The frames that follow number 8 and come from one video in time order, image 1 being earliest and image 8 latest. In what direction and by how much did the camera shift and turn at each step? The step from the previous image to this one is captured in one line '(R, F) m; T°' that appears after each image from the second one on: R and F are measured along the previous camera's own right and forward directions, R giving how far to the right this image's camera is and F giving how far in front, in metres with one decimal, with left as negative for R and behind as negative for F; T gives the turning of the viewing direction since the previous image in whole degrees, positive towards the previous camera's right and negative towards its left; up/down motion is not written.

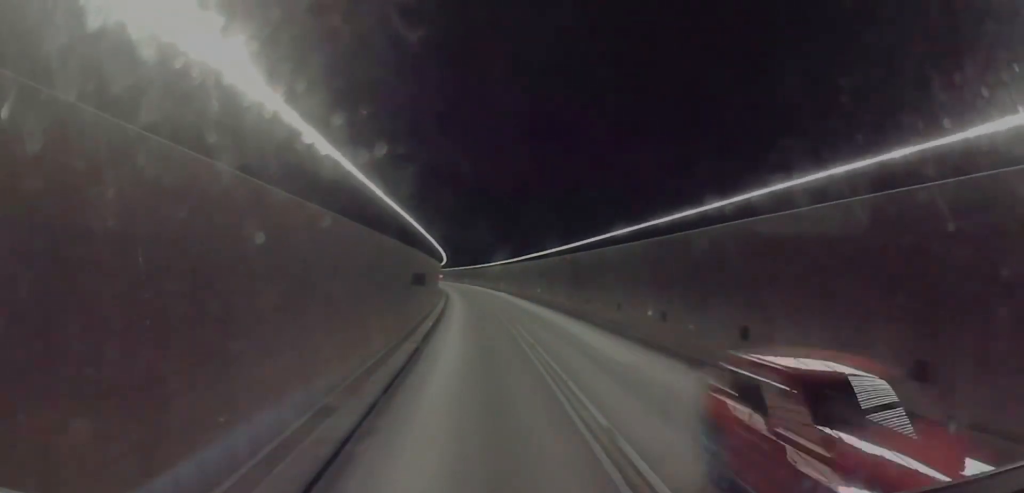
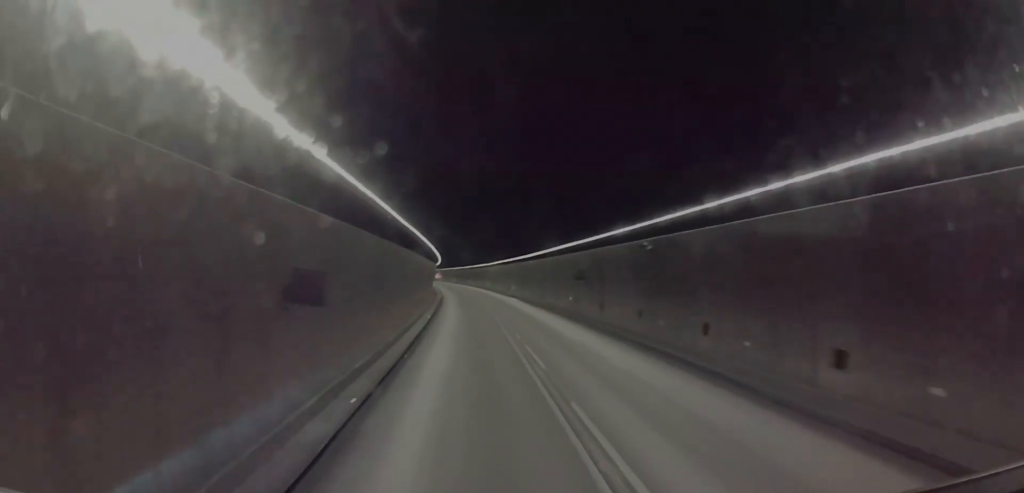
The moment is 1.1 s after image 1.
(0.0, +19.3) m; 0°
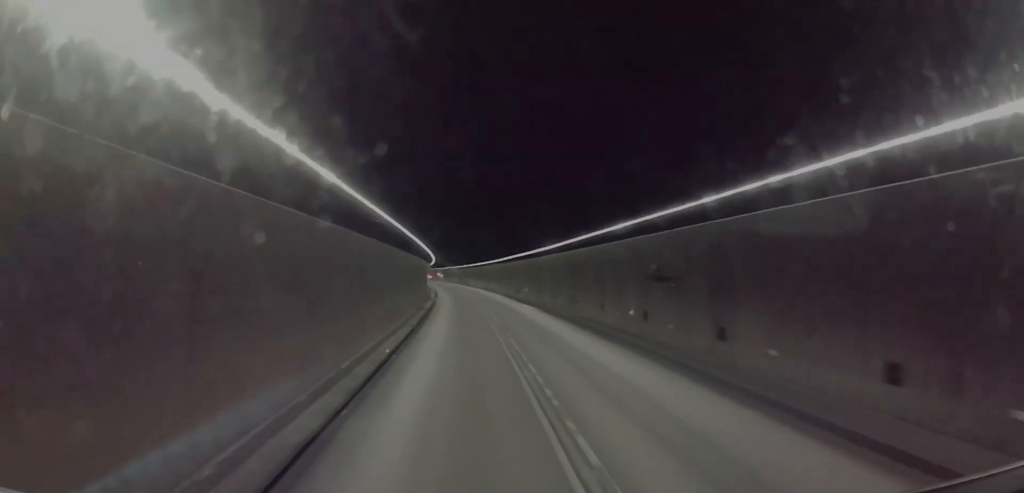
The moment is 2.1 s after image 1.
(0.0, +17.1) m; -1°
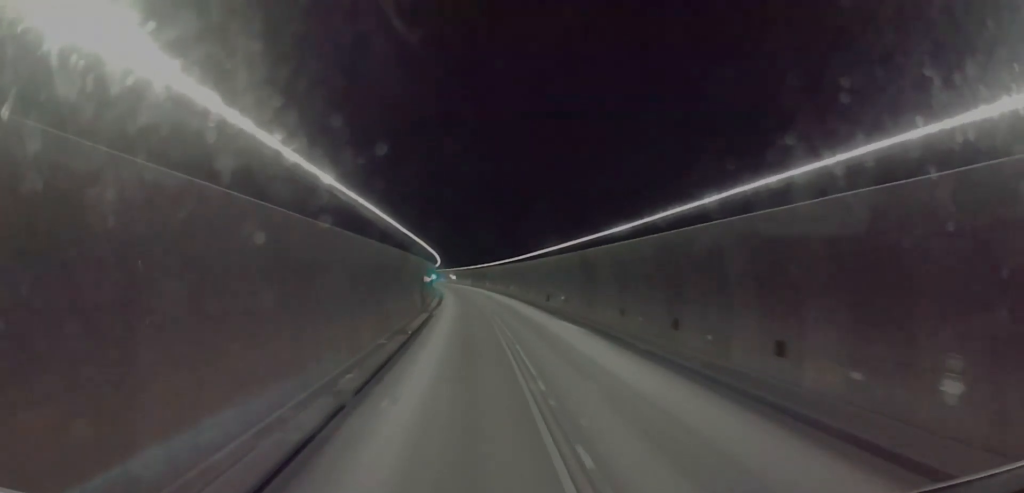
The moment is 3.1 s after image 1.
(-0.2, +17.6) m; -2°
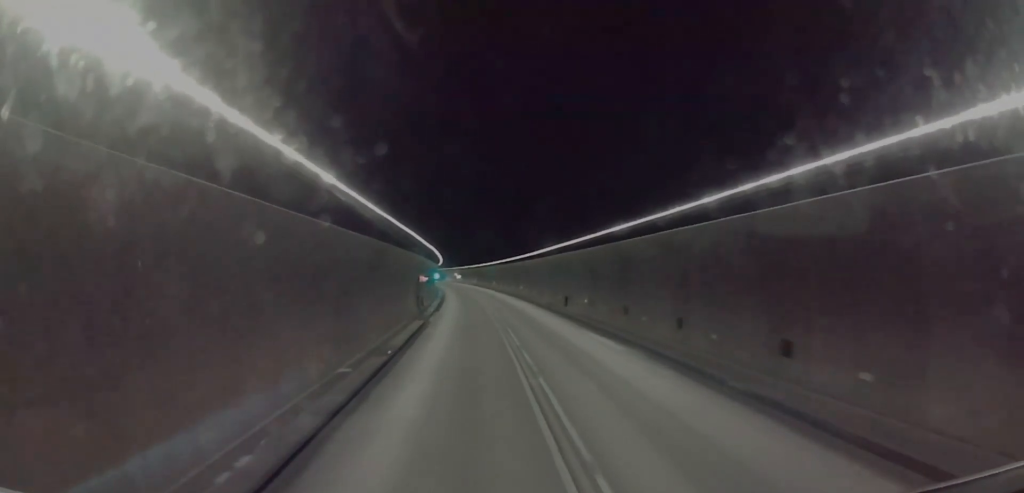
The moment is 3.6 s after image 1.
(0.0, +7.5) m; -2°
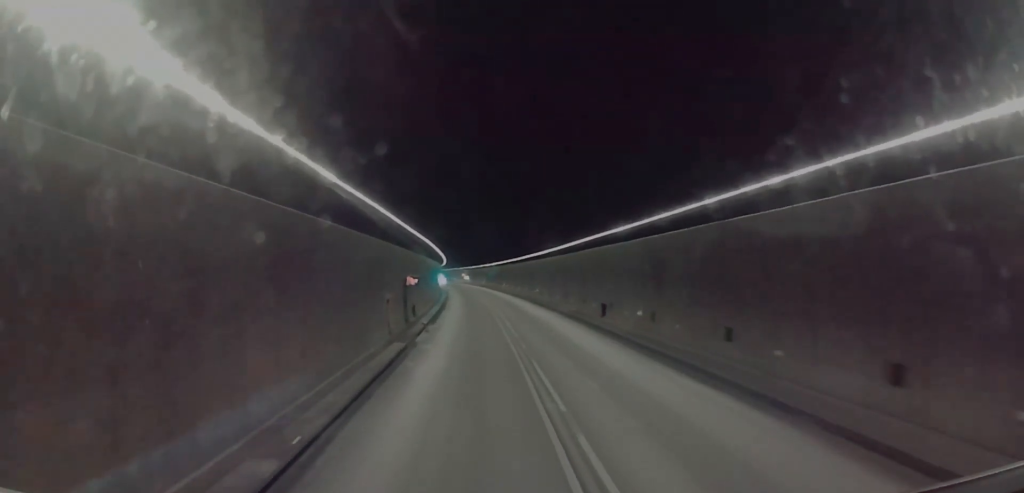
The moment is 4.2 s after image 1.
(-0.3, +11.2) m; -1°
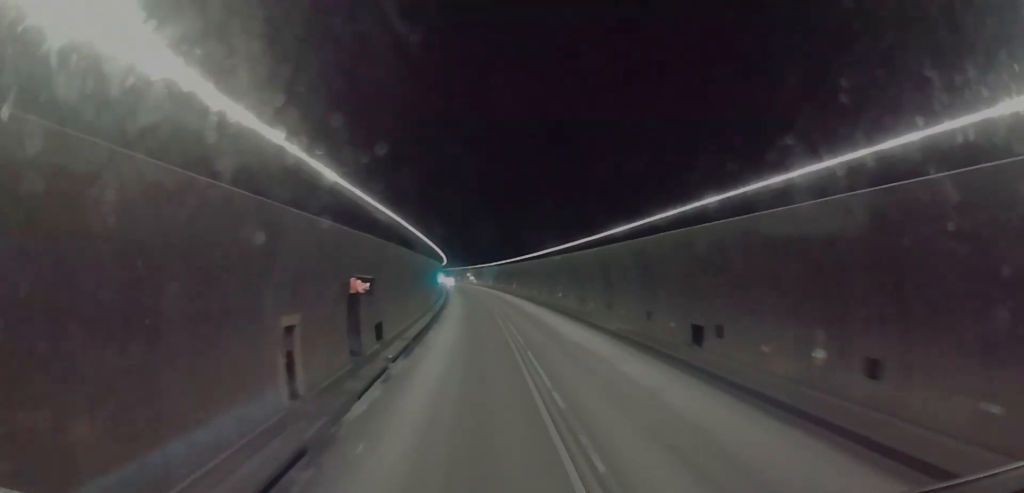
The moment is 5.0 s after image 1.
(-0.2, +13.8) m; 0°
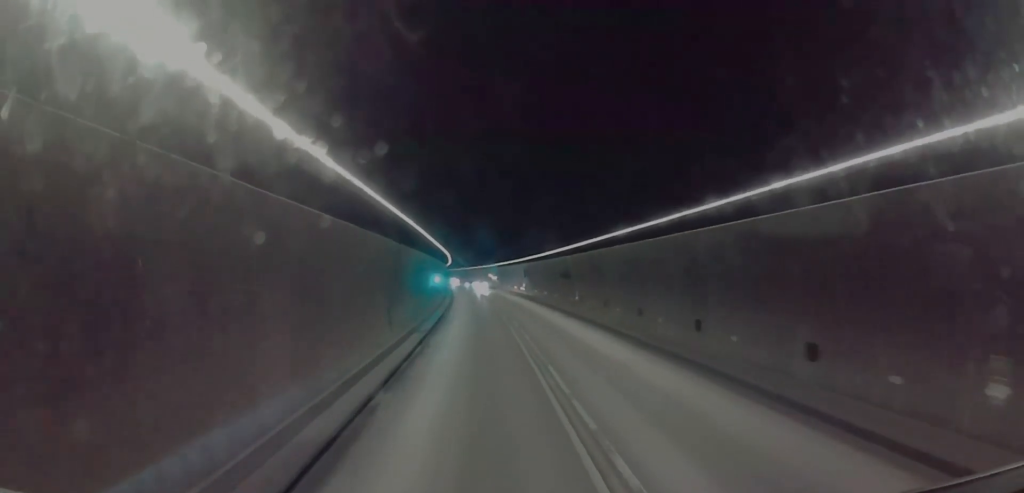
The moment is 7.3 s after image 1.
(+0.6, +40.6) m; 0°
